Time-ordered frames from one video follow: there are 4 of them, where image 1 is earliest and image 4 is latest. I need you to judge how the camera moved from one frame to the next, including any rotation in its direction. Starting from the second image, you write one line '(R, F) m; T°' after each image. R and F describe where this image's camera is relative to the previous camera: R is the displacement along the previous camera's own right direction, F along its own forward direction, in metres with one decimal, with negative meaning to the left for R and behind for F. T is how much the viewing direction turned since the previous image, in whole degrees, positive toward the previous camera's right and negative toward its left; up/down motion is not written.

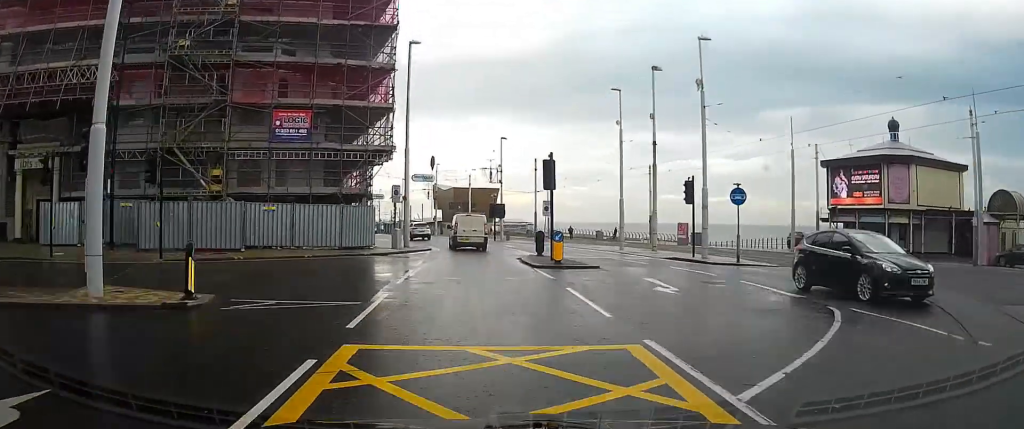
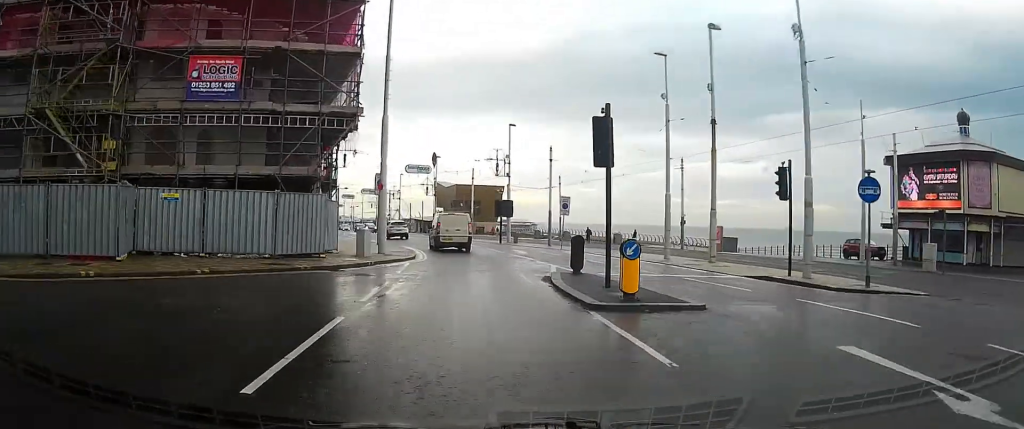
(0.0, +9.2) m; 0°
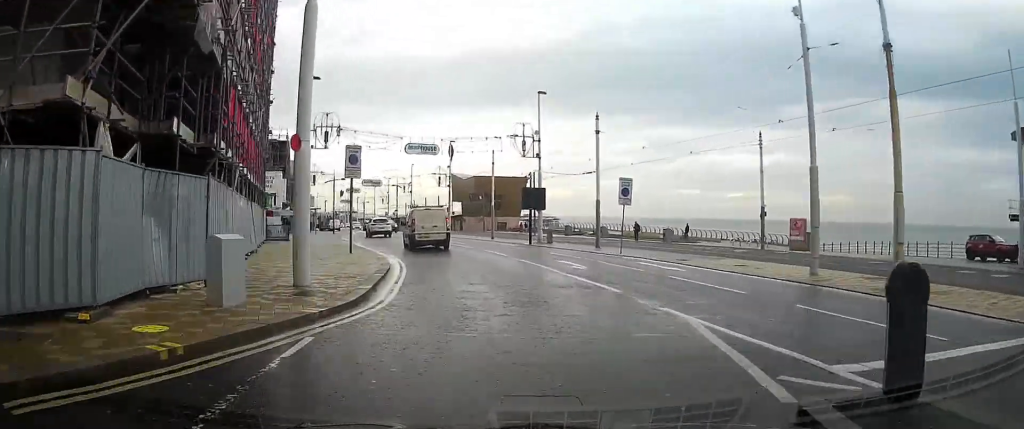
(-0.1, +12.7) m; -2°
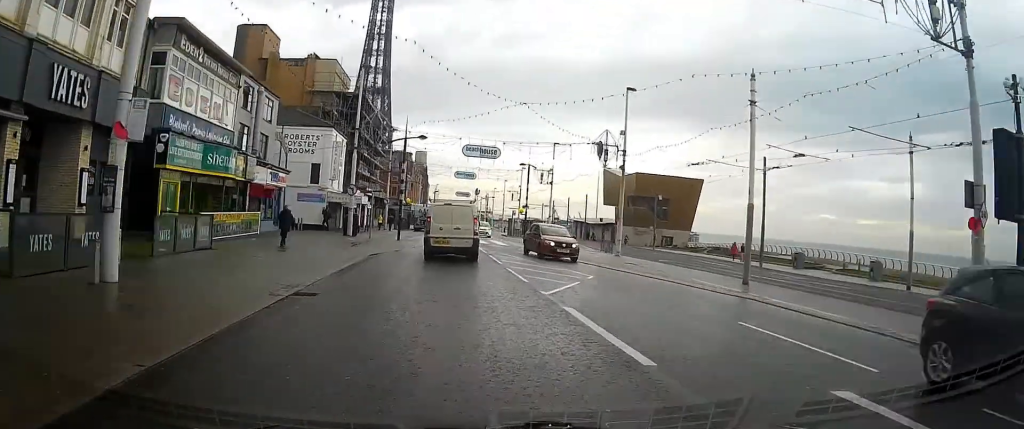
(-3.4, +33.5) m; -12°
